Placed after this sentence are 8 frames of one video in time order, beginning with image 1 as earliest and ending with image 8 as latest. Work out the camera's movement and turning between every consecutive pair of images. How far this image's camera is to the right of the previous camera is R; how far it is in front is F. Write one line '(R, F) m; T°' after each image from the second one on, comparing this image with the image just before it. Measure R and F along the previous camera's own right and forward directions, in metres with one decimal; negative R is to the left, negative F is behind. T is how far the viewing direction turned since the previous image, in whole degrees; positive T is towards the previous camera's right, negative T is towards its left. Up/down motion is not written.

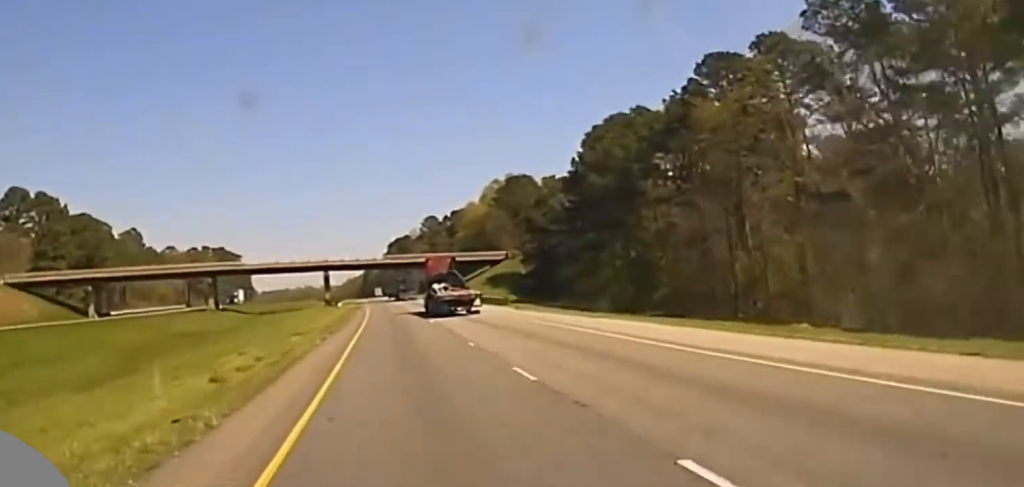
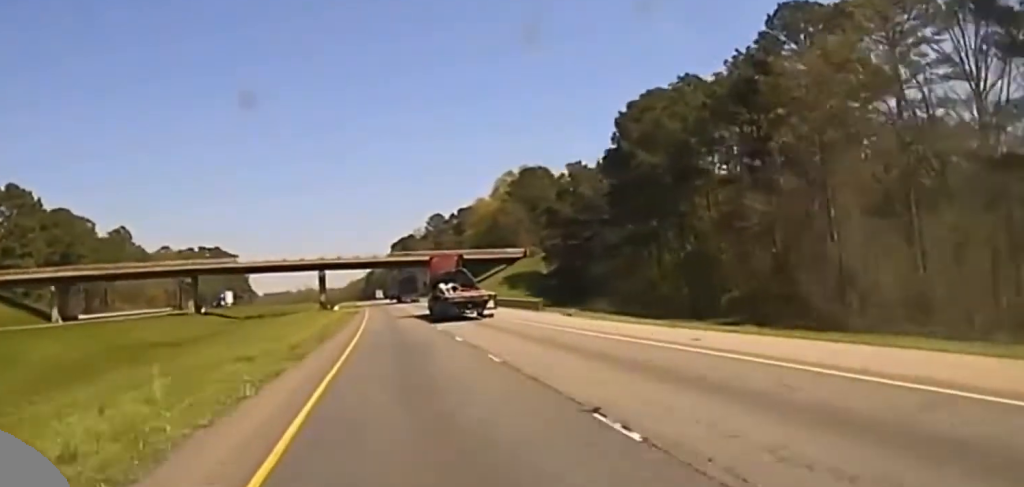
(0.0, +22.2) m; 0°
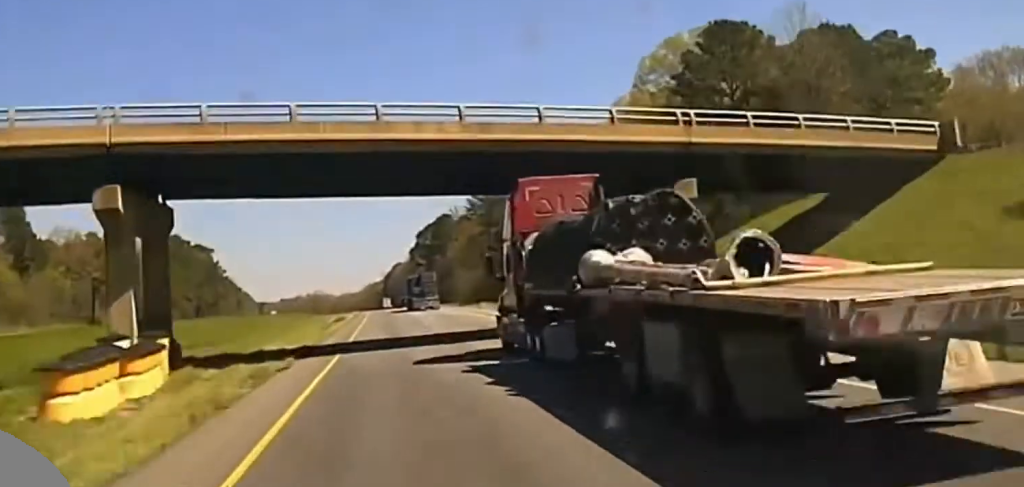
(-0.7, +115.6) m; -1°
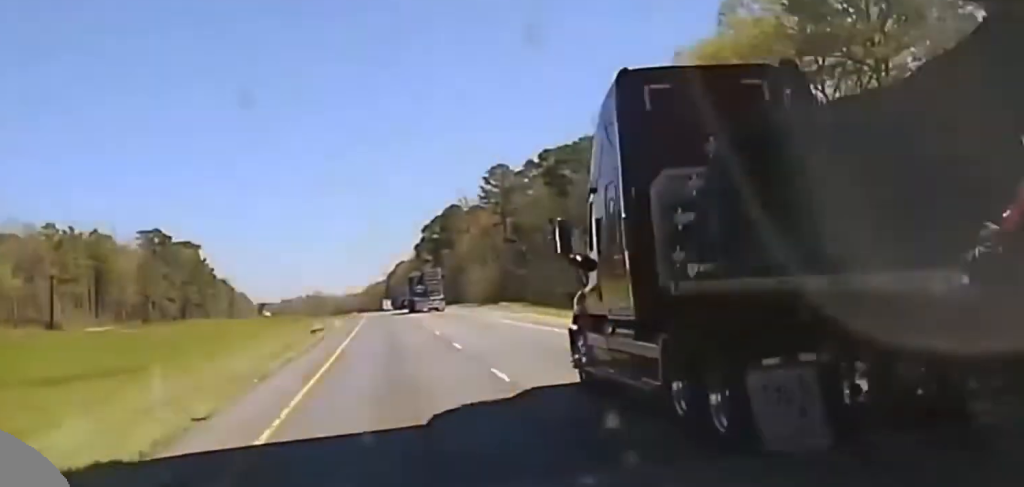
(-0.1, +28.5) m; -1°
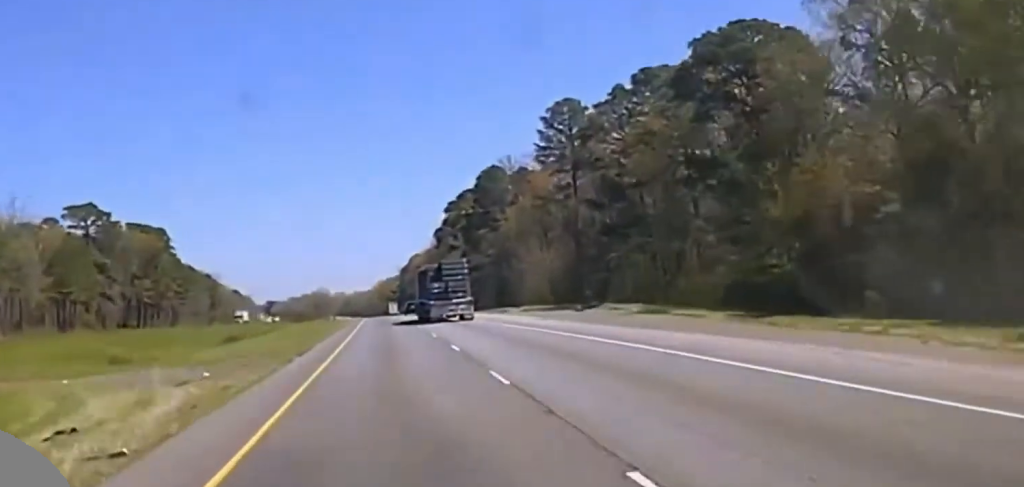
(-0.5, +71.8) m; 0°
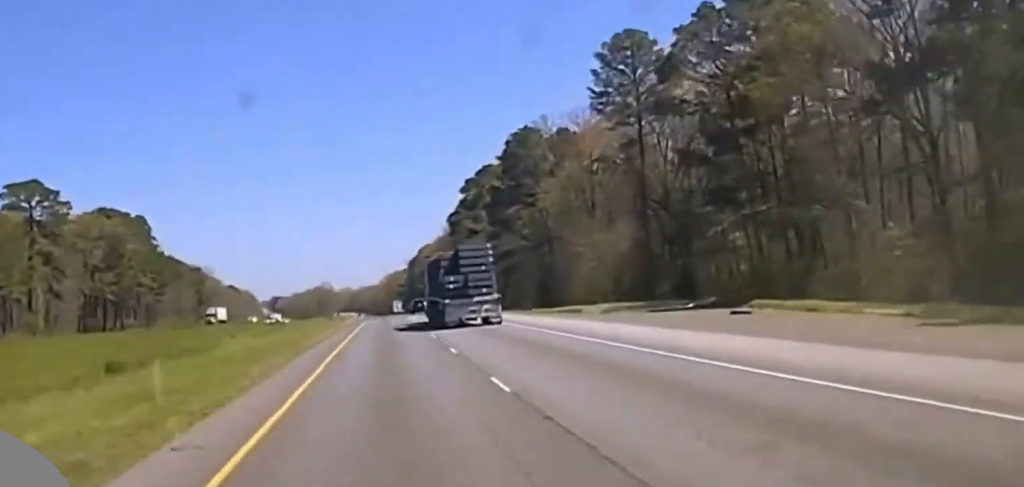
(0.0, +36.0) m; 0°
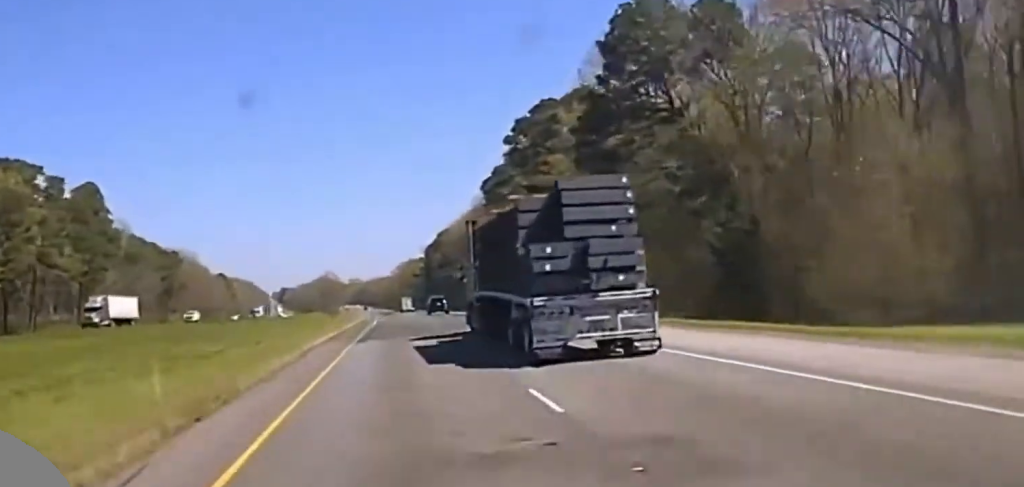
(-0.3, +69.3) m; -1°
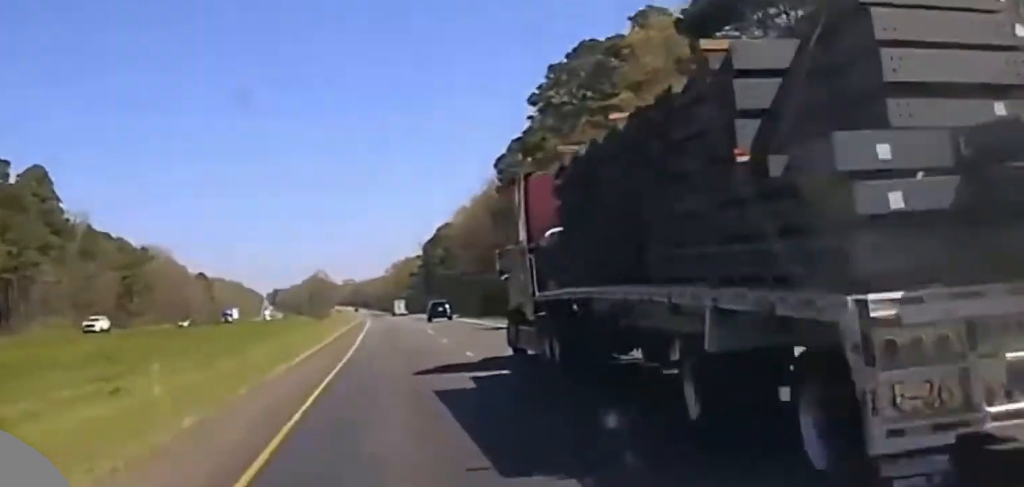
(-0.5, +36.8) m; 0°
